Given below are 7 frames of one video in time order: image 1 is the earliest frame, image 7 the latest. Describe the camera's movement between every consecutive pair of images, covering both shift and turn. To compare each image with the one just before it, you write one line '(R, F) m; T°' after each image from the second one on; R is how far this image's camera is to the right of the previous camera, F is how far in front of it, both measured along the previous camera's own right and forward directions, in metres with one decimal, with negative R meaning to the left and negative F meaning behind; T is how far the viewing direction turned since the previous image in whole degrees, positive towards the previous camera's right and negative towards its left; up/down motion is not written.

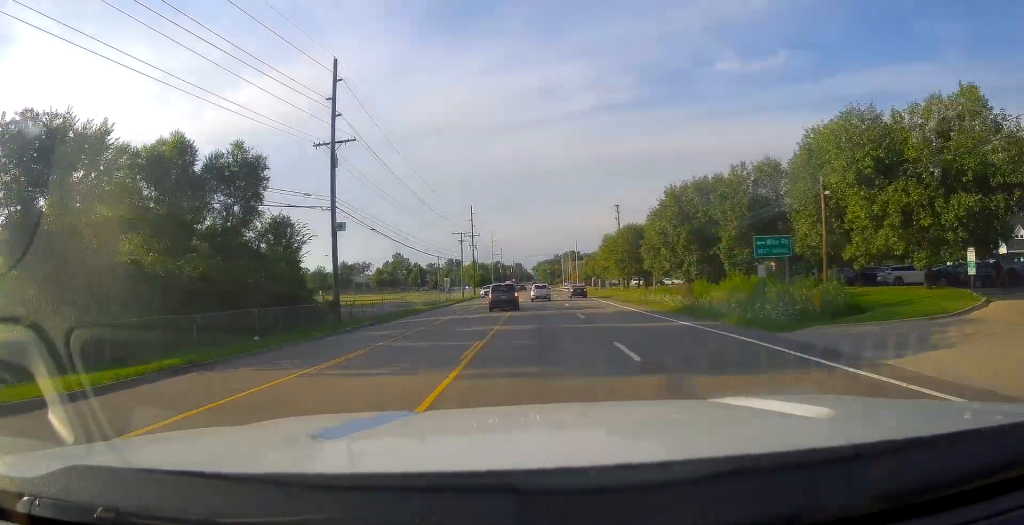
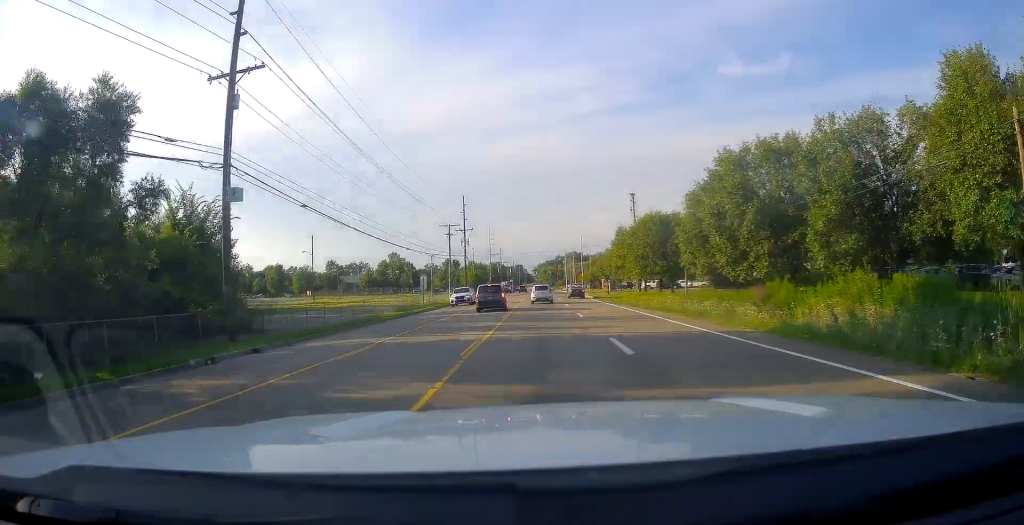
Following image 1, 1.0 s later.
(+0.2, +13.8) m; +1°
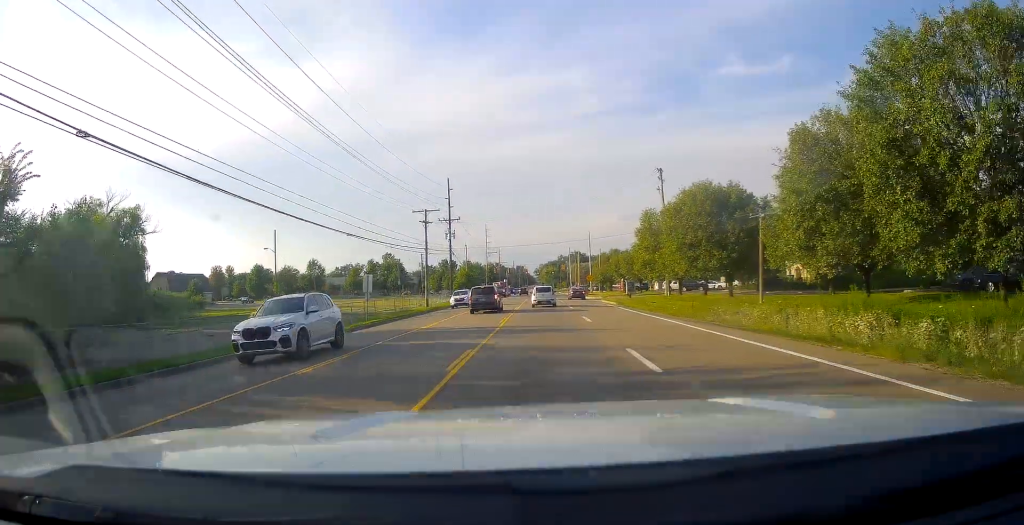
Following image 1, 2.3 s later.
(0.0, +17.8) m; -3°
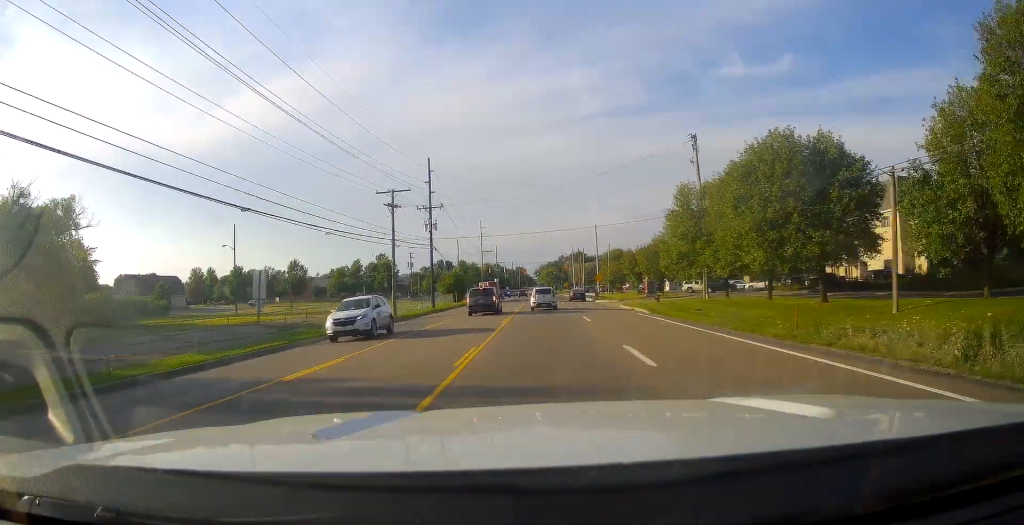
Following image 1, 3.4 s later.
(-0.7, +14.5) m; 0°
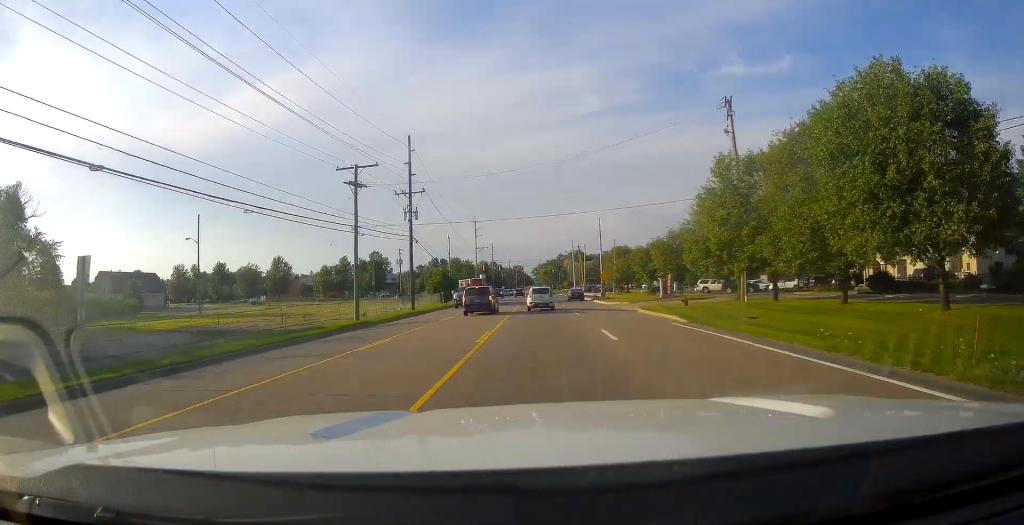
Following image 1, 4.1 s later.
(+0.6, +9.9) m; +2°
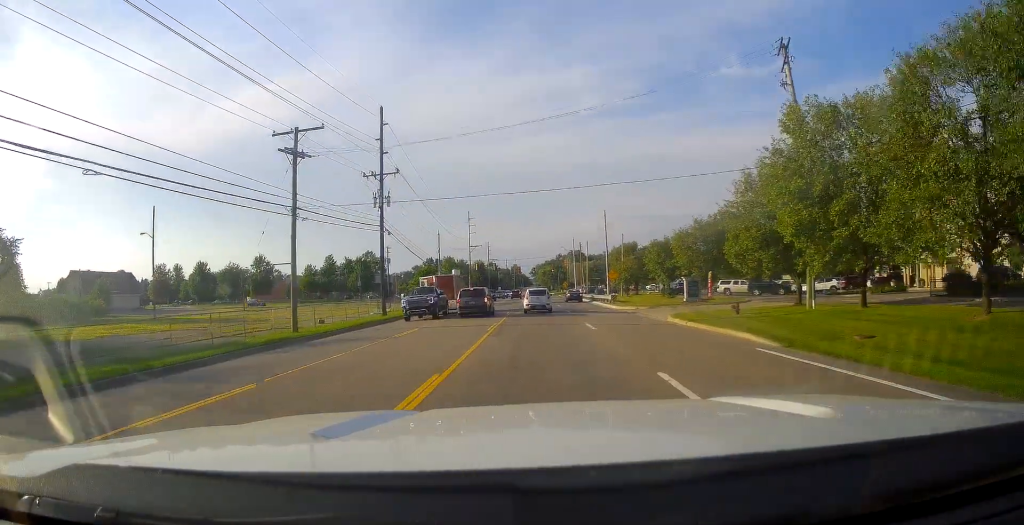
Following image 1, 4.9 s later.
(+0.1, +10.3) m; +1°
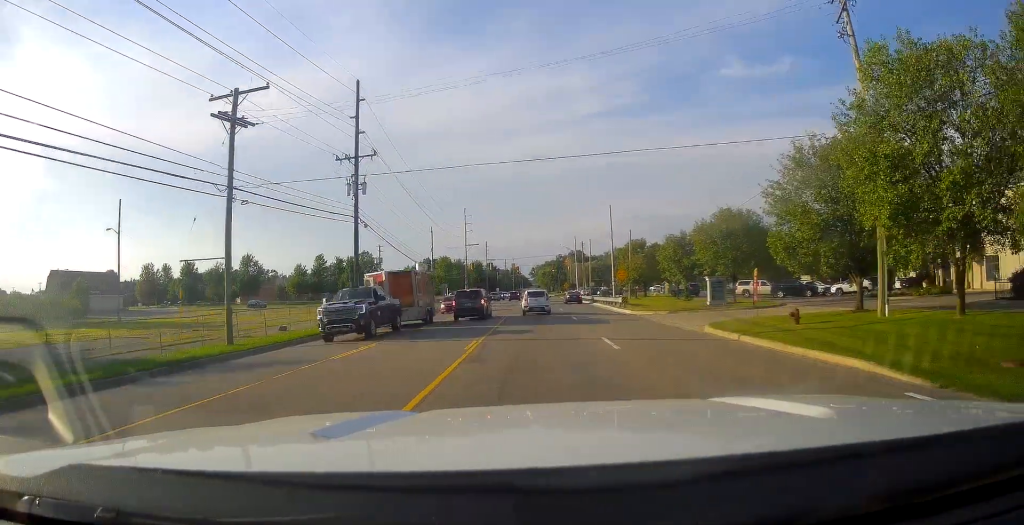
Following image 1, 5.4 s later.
(0.0, +6.7) m; 0°
